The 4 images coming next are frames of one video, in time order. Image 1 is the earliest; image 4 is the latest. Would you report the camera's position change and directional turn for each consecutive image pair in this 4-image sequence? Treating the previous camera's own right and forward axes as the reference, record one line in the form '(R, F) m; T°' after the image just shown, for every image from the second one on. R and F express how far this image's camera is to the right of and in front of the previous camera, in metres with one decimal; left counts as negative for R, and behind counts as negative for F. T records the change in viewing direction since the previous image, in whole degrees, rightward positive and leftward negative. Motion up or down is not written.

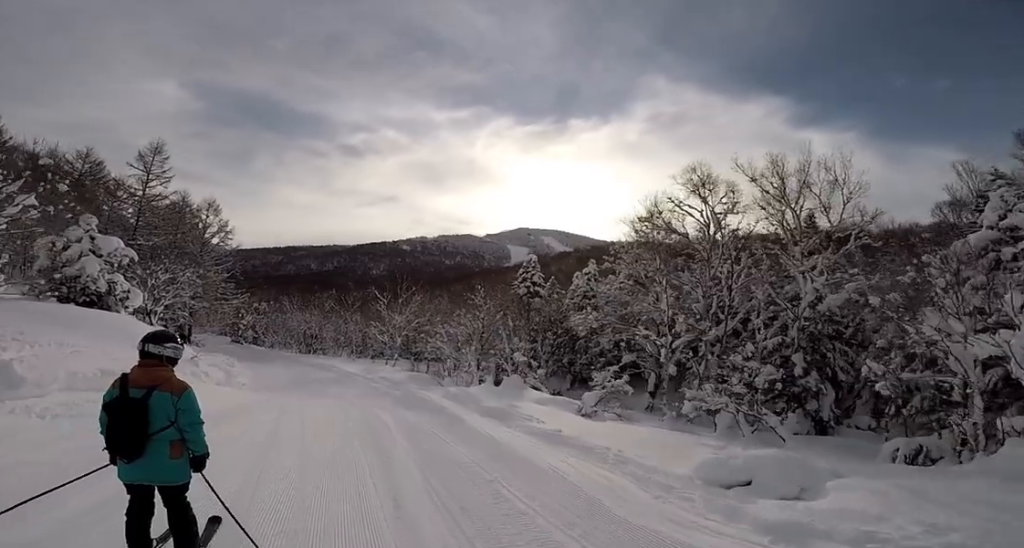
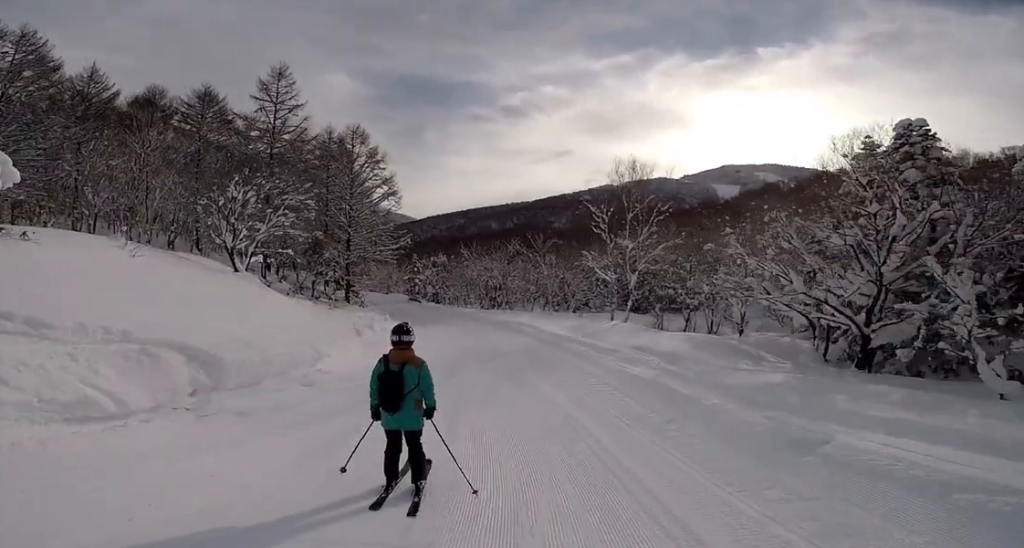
(-3.2, +17.7) m; -19°
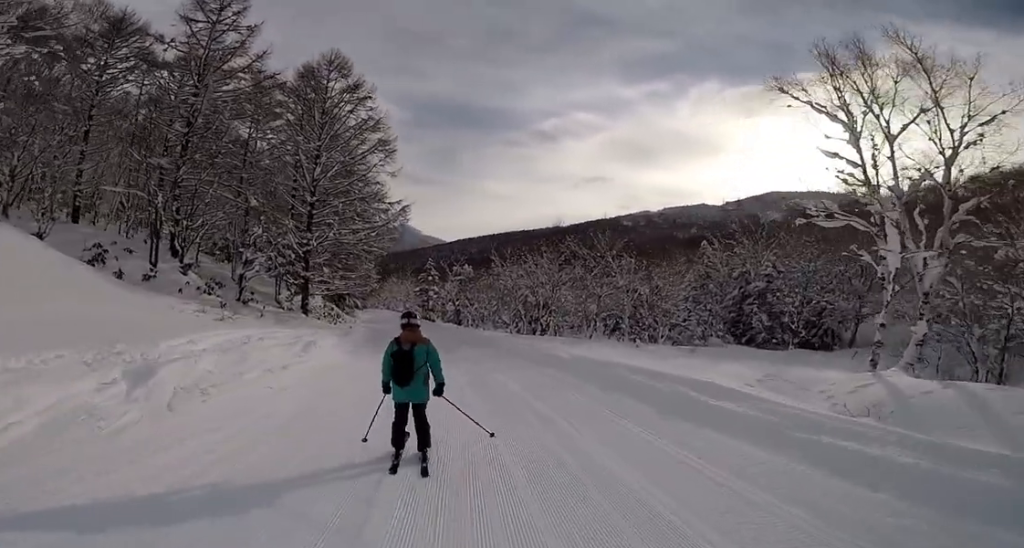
(+2.0, +16.8) m; +2°
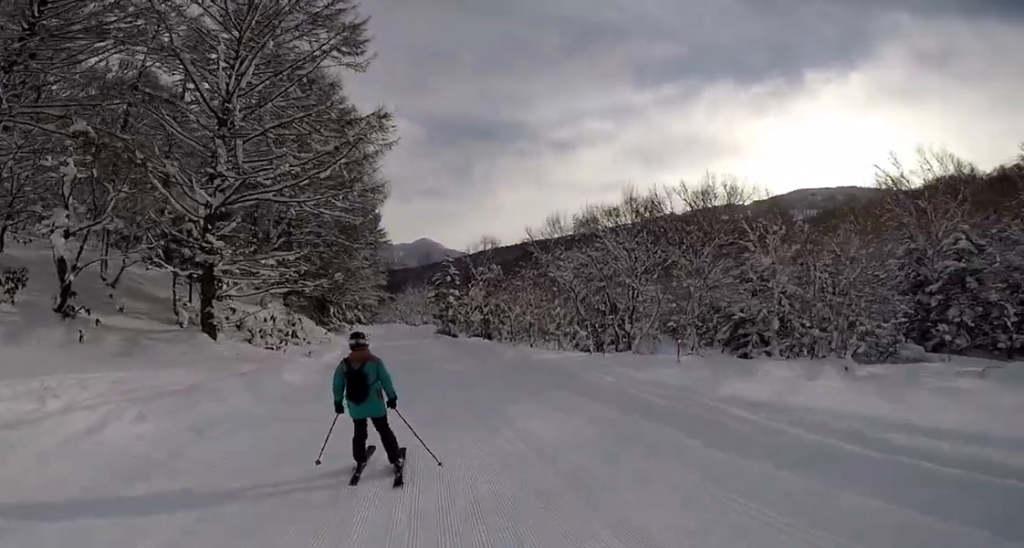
(-2.4, +12.8) m; -14°
